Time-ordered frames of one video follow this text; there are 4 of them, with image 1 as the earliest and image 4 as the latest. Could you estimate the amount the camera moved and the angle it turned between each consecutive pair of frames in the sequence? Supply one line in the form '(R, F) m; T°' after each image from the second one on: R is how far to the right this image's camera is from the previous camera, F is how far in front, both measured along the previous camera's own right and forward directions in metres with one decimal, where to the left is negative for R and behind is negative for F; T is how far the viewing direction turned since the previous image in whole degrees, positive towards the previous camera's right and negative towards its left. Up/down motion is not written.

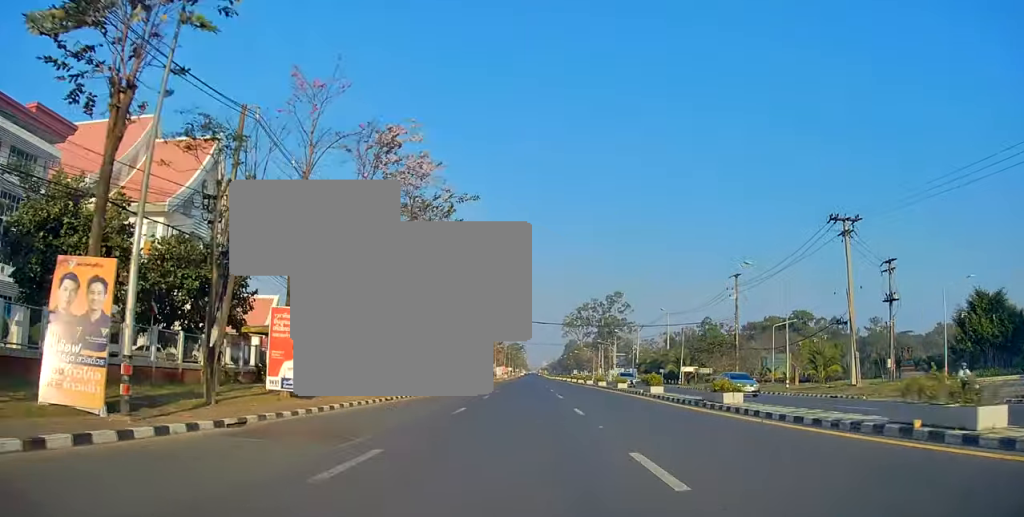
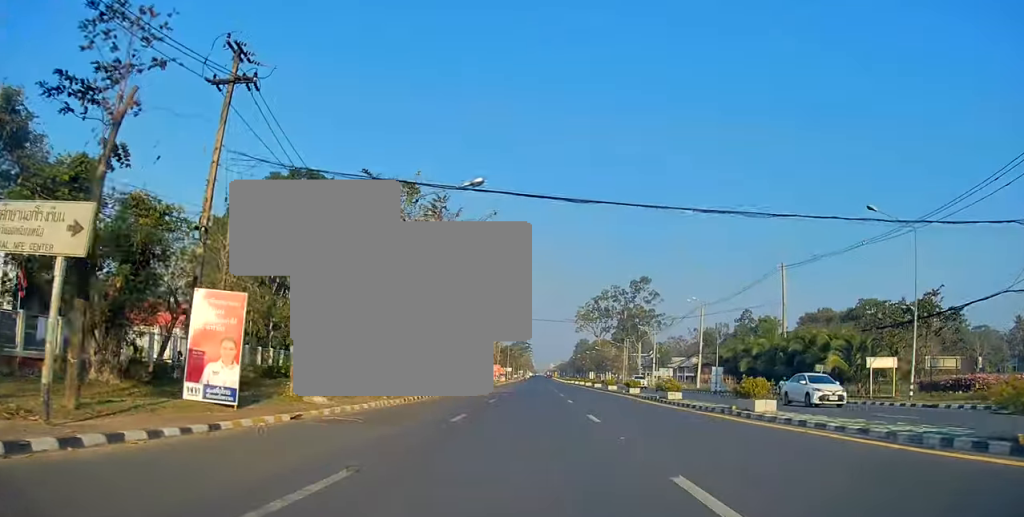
(-0.4, +50.1) m; -2°
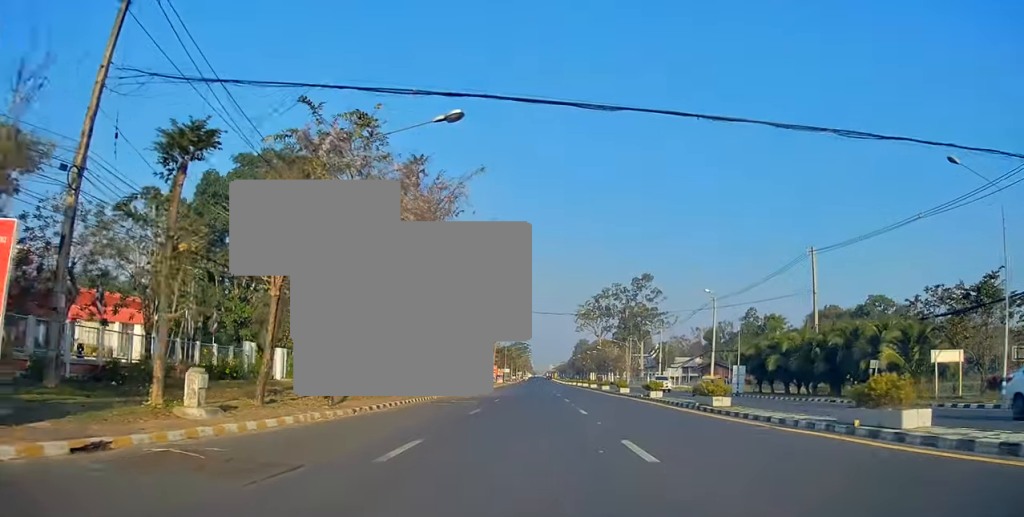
(+0.1, +7.2) m; -1°
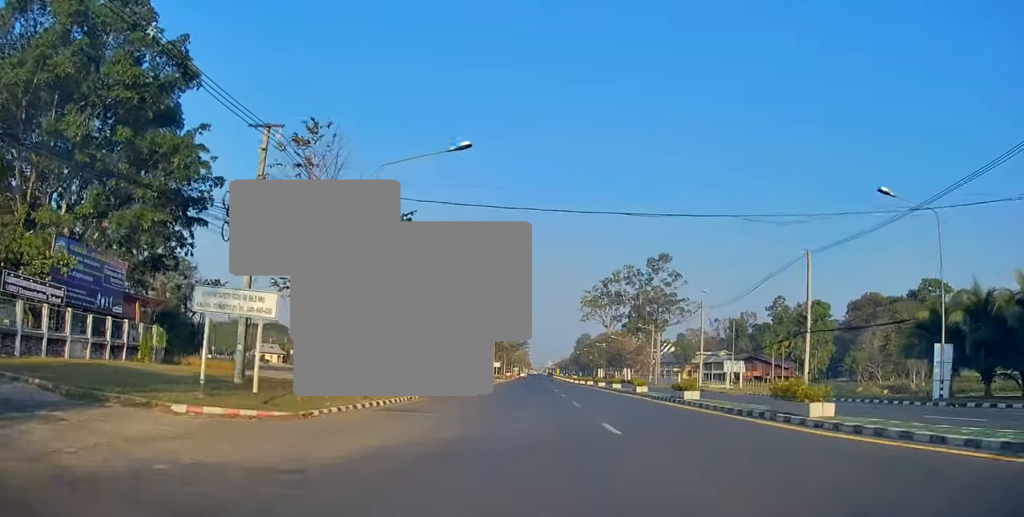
(-0.2, +31.8) m; +2°
